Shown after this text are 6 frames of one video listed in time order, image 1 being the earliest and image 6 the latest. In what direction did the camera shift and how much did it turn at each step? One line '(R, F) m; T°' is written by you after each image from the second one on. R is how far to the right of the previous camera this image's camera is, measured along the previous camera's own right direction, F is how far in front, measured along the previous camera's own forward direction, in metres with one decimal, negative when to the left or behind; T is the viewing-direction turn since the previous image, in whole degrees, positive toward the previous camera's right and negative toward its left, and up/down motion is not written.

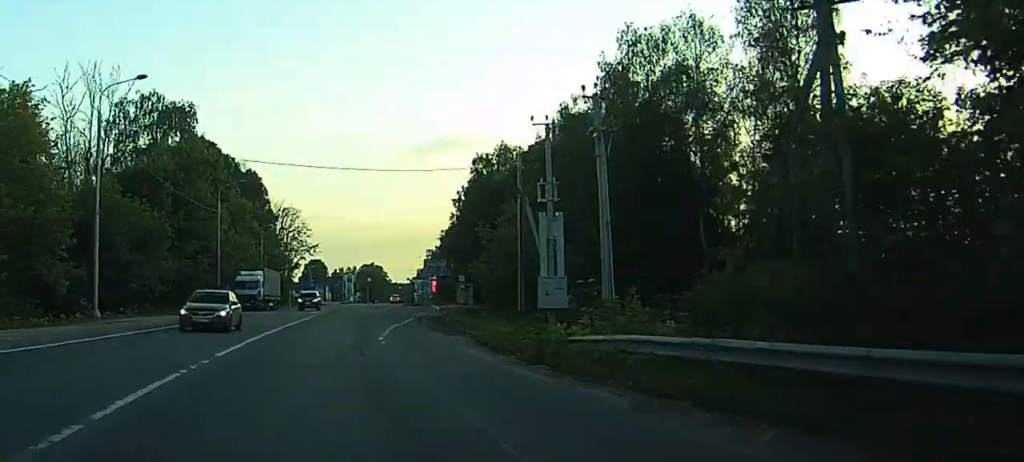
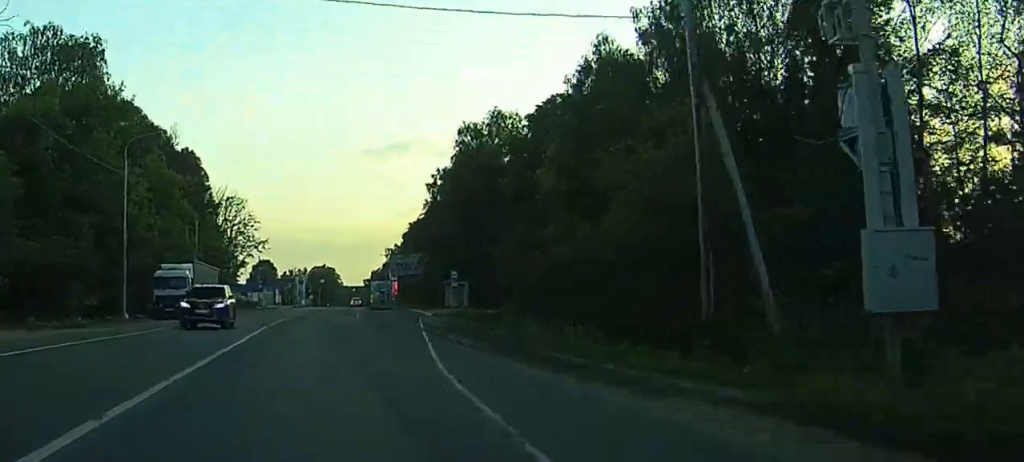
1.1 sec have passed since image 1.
(+0.1, +22.4) m; +4°
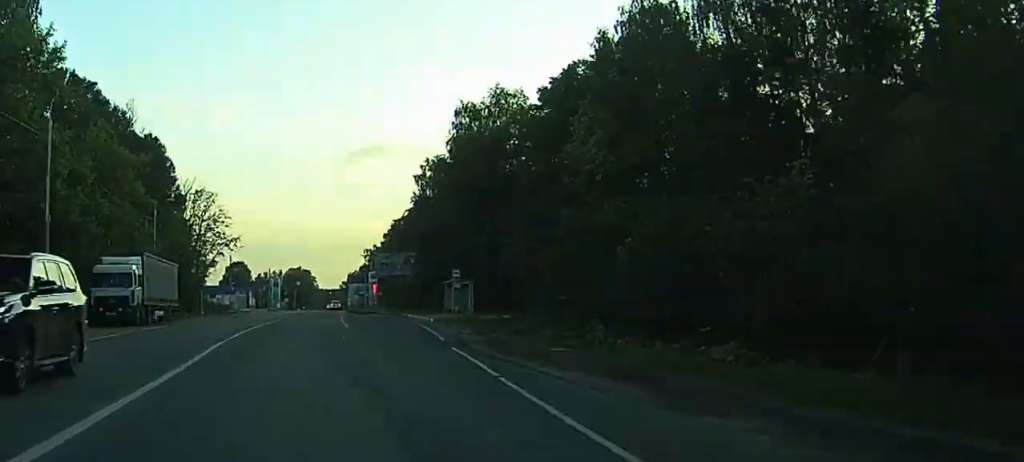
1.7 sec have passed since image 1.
(+0.7, +11.6) m; +3°
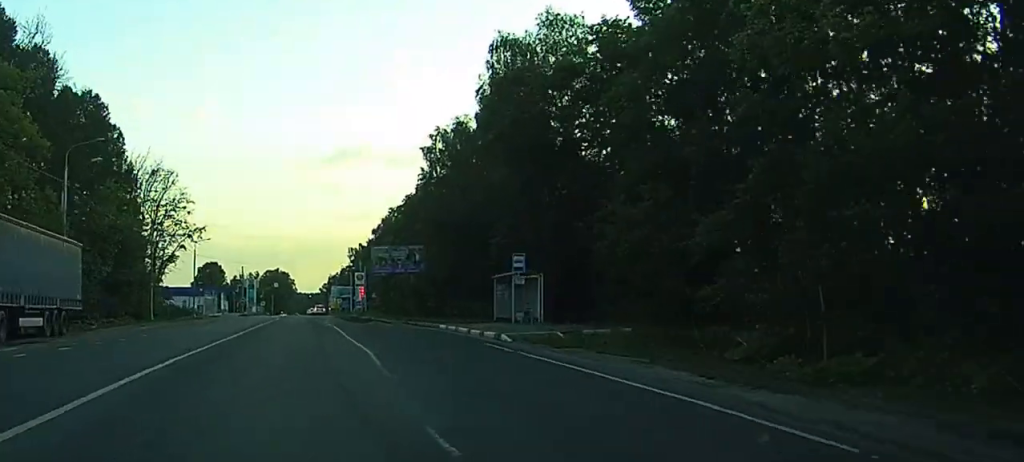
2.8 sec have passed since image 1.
(+0.4, +23.4) m; +1°
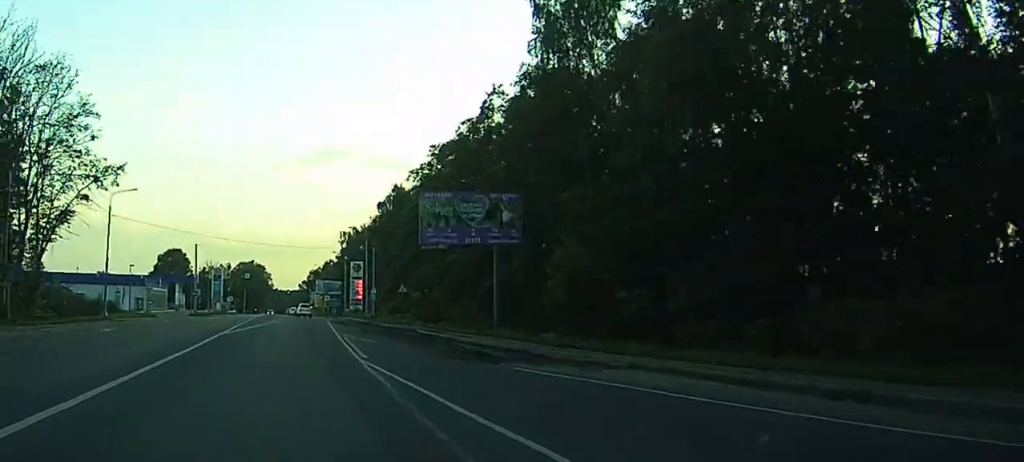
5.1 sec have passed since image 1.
(+0.2, +46.5) m; +1°
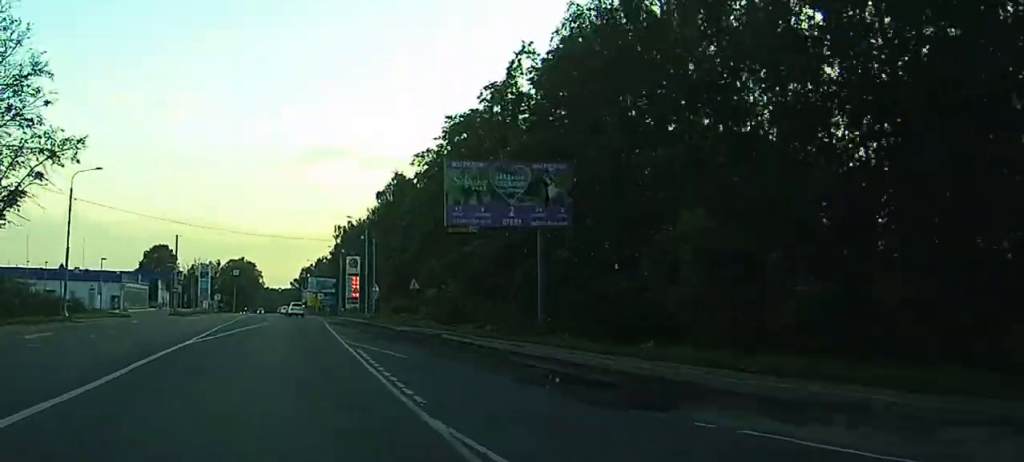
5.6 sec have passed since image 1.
(+0.1, +10.7) m; 0°
